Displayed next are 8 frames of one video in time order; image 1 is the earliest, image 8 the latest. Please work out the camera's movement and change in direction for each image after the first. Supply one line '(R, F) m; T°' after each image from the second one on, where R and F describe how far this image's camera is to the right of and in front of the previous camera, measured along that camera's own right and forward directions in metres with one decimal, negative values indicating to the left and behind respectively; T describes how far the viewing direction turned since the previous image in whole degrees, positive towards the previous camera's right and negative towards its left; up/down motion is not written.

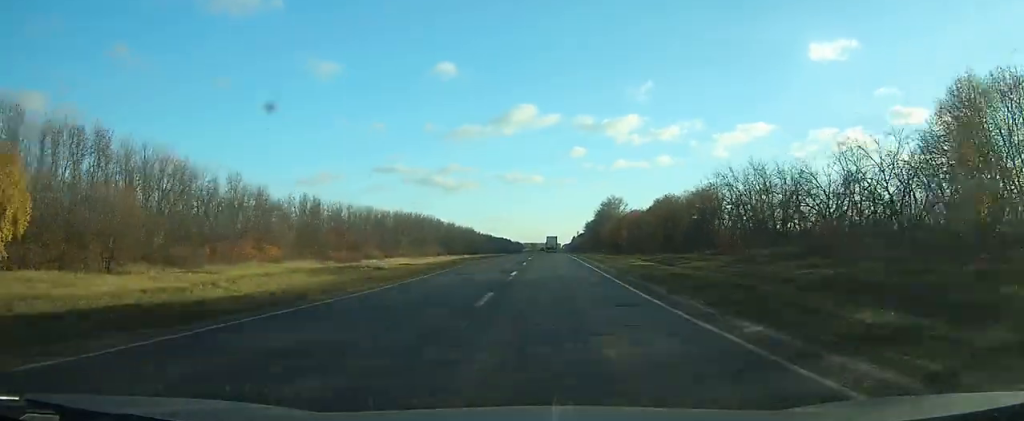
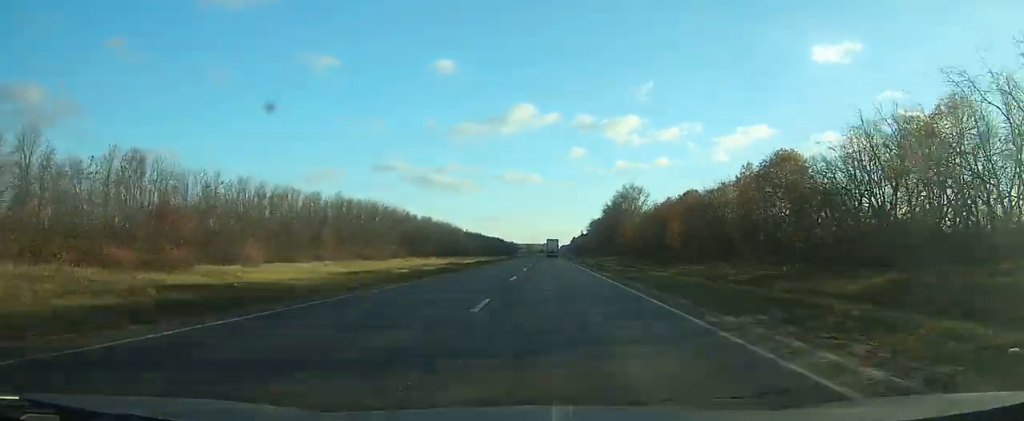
(0.0, +59.0) m; 0°
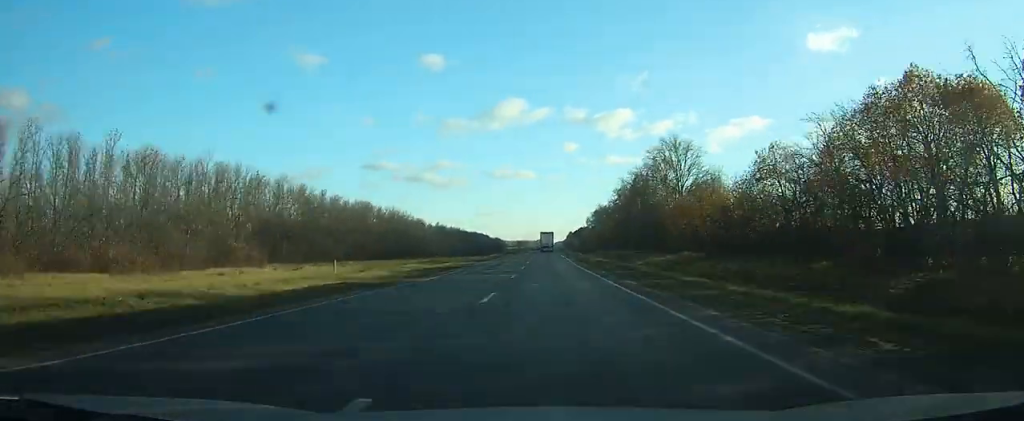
(+0.3, +85.2) m; 0°
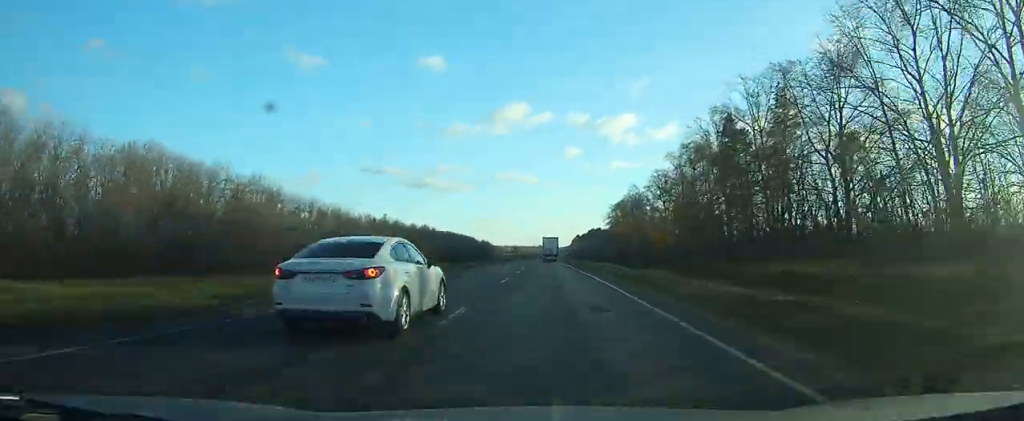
(-0.3, +100.8) m; 0°
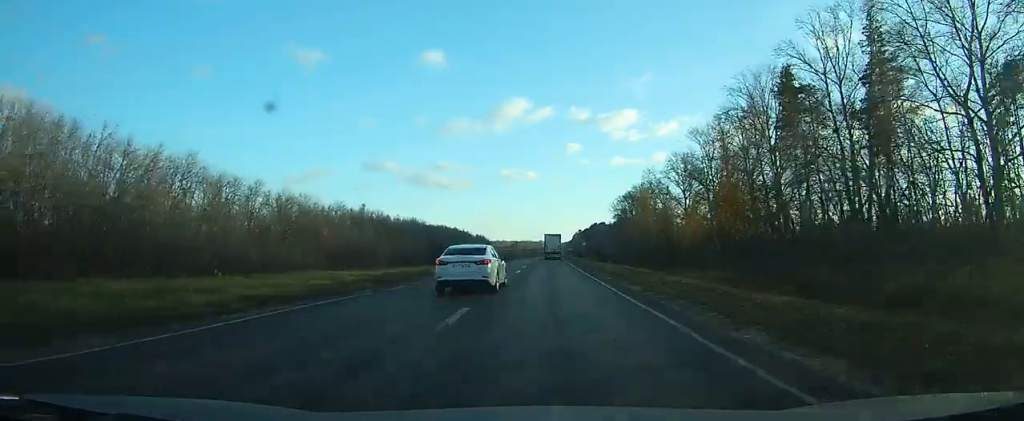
(0.0, +22.9) m; 0°
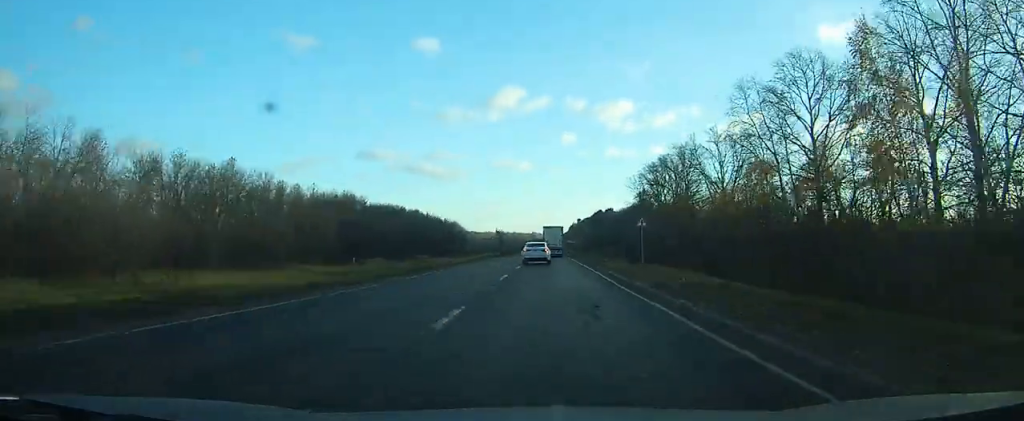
(+0.1, +70.7) m; 0°
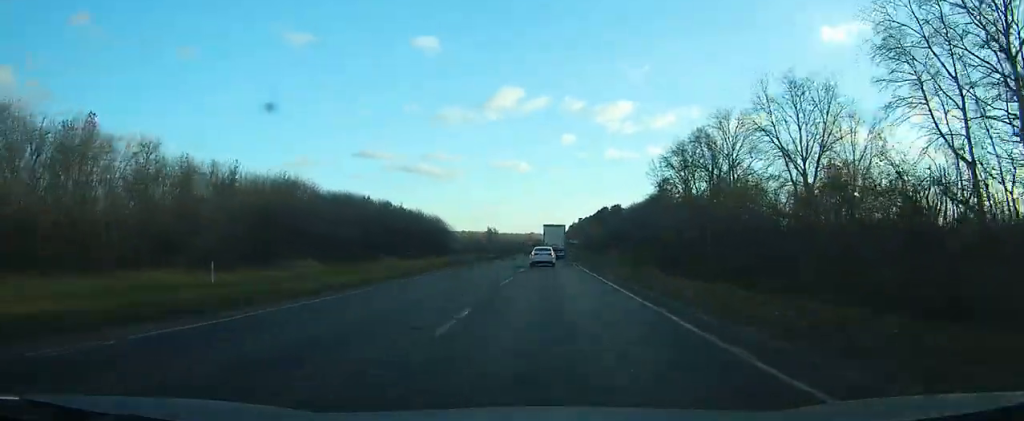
(+0.2, +37.3) m; 0°
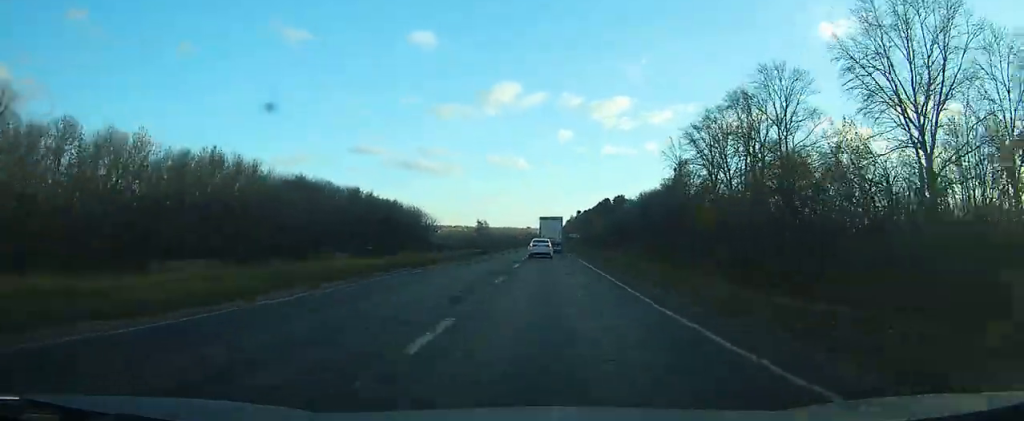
(+0.1, +27.3) m; 0°
